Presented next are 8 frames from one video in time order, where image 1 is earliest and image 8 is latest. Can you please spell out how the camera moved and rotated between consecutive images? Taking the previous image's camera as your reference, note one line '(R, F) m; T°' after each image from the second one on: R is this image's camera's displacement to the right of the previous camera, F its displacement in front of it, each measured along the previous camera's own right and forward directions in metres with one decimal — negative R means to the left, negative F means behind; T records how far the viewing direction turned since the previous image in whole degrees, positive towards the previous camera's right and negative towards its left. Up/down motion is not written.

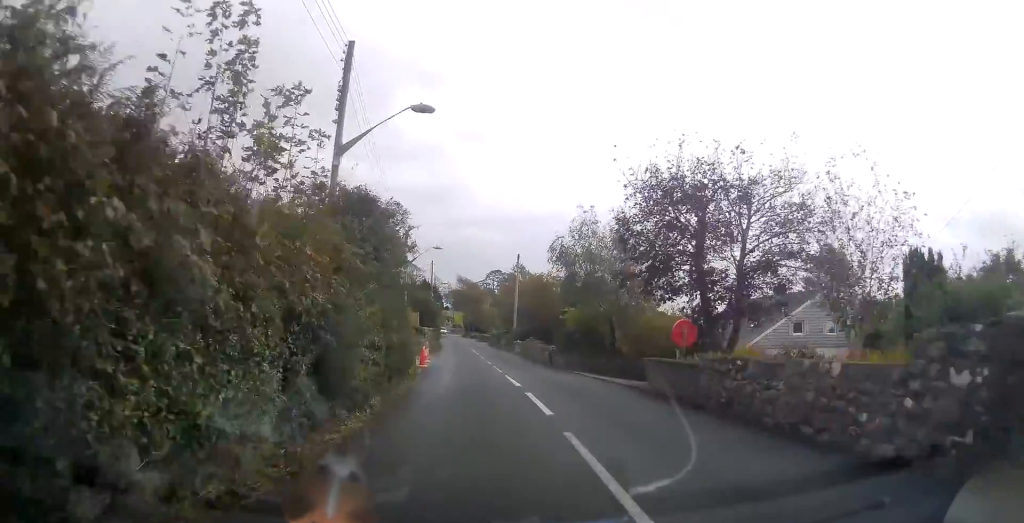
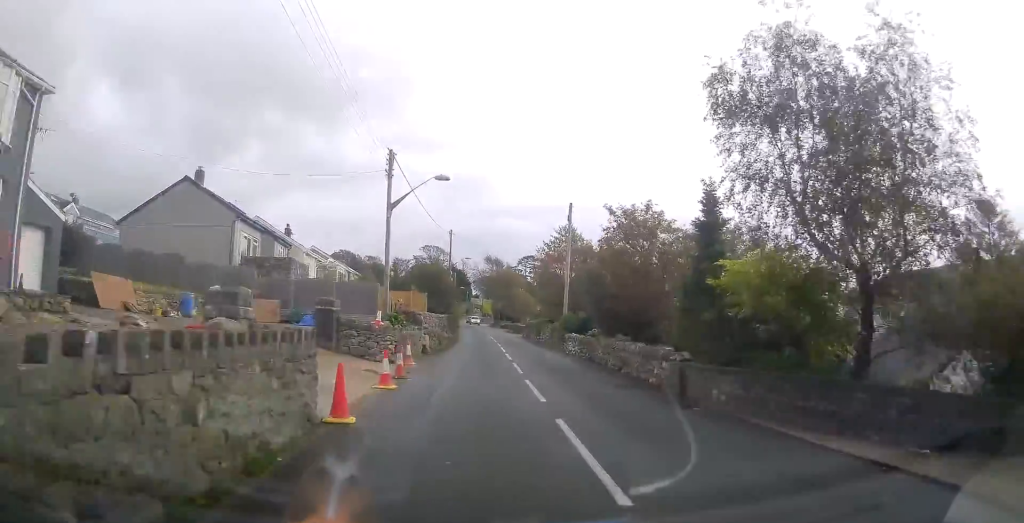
(-0.2, +16.6) m; -2°
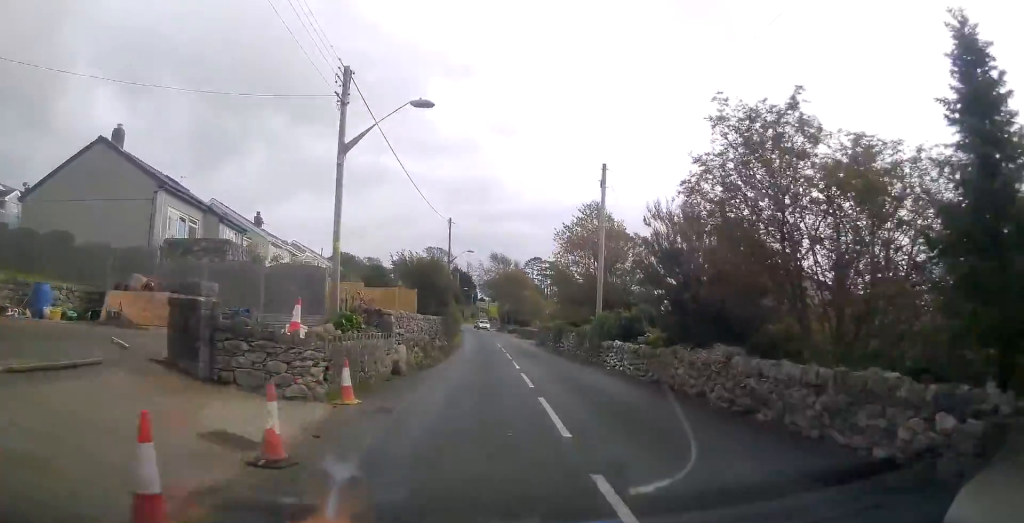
(-0.1, +9.0) m; -1°
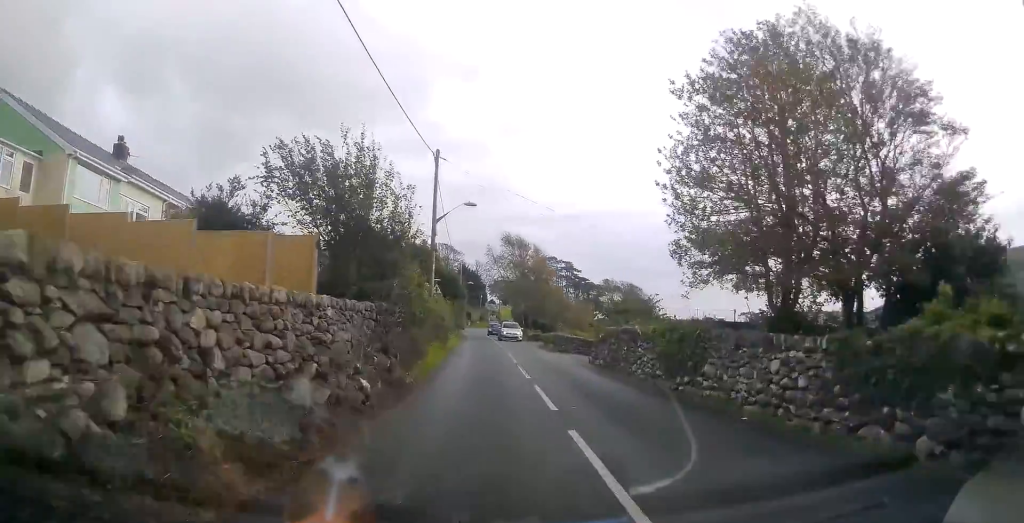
(-0.4, +21.0) m; -2°
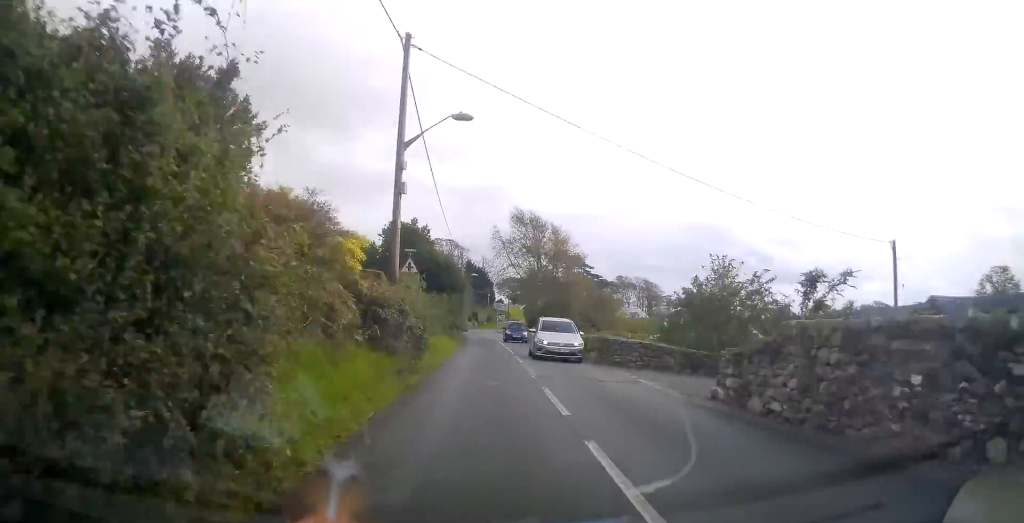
(-0.1, +13.0) m; -1°
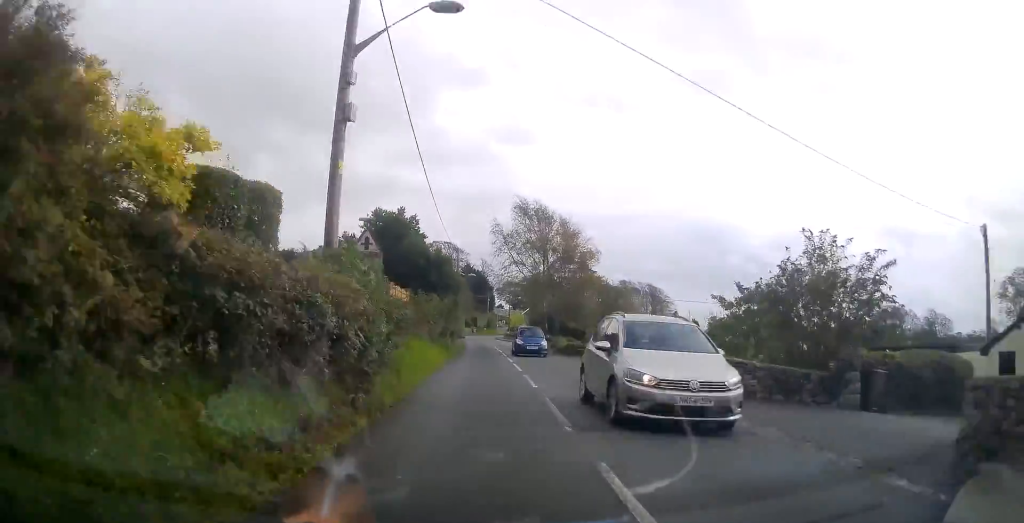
(0.0, +6.8) m; 0°
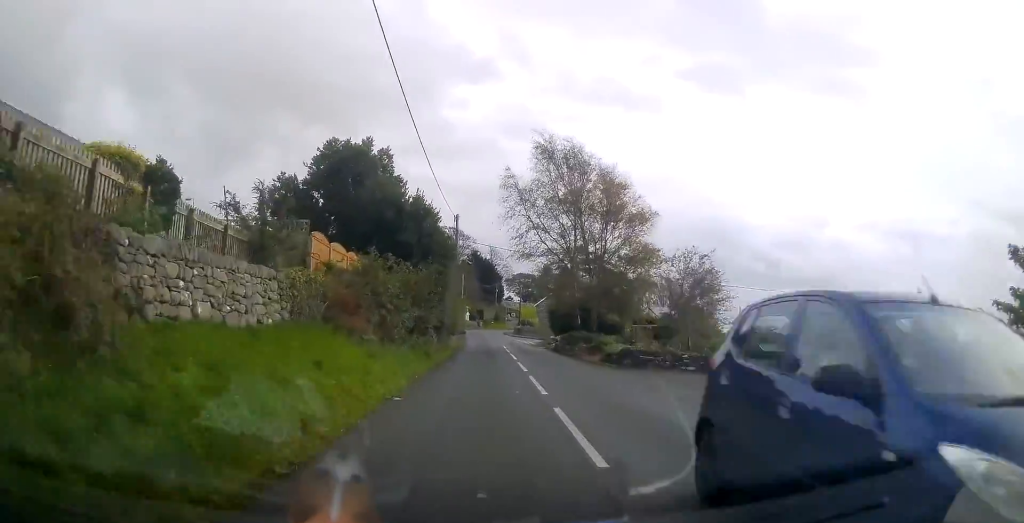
(-0.1, +14.0) m; -1°
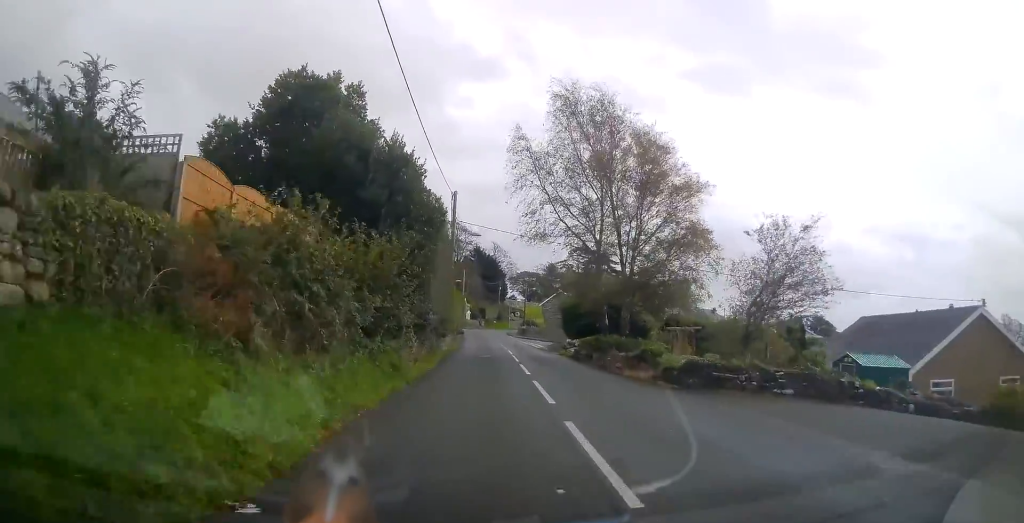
(0.0, +7.2) m; 0°
